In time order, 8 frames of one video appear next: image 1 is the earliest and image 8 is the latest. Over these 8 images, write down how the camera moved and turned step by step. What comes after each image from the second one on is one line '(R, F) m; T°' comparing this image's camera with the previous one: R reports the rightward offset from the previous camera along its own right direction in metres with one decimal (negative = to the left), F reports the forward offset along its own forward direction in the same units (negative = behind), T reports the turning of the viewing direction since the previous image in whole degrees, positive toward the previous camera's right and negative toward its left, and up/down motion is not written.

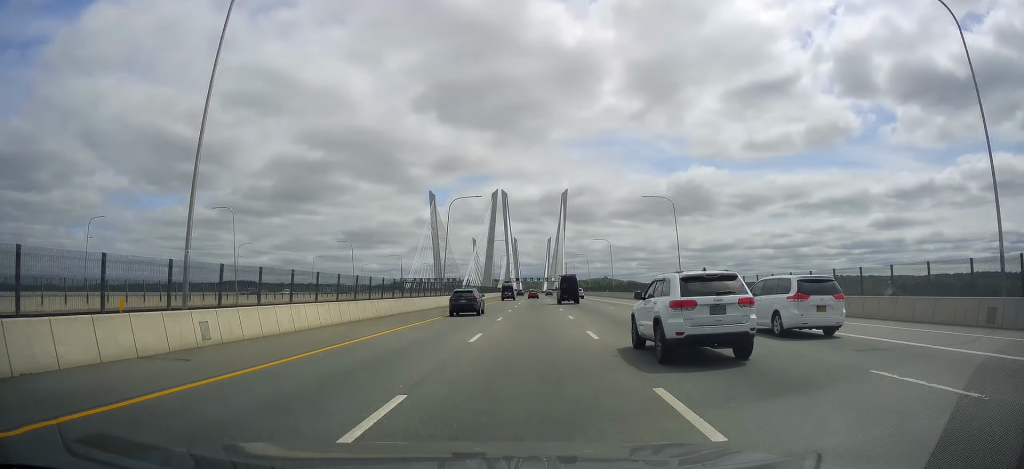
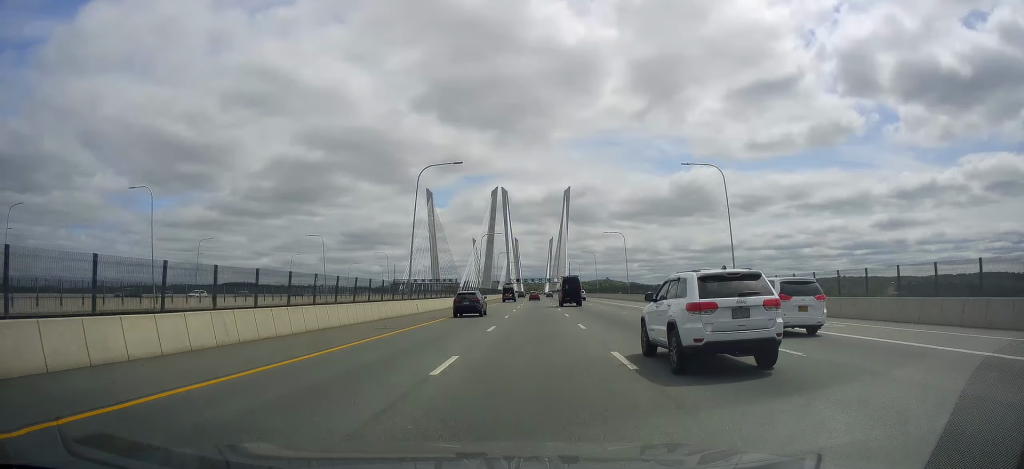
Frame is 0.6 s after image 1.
(-0.3, +18.7) m; 0°
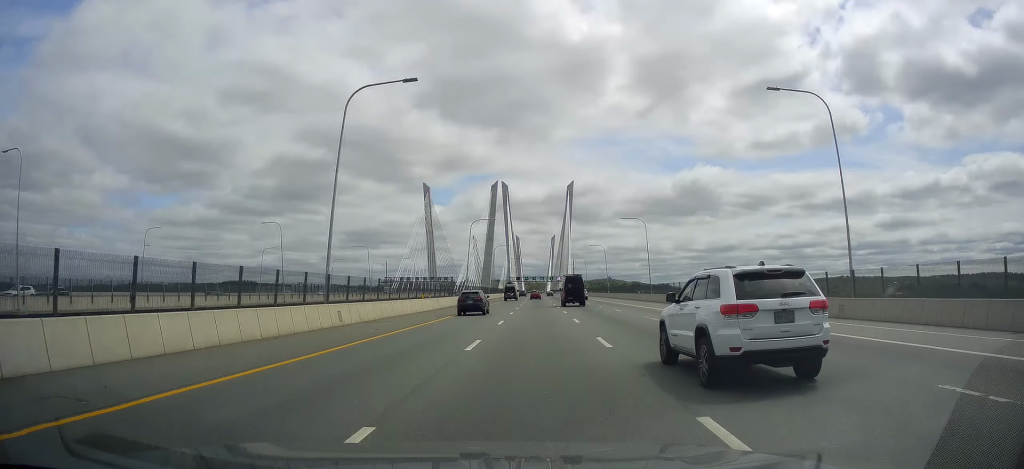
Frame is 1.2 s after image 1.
(+0.1, +19.7) m; 0°
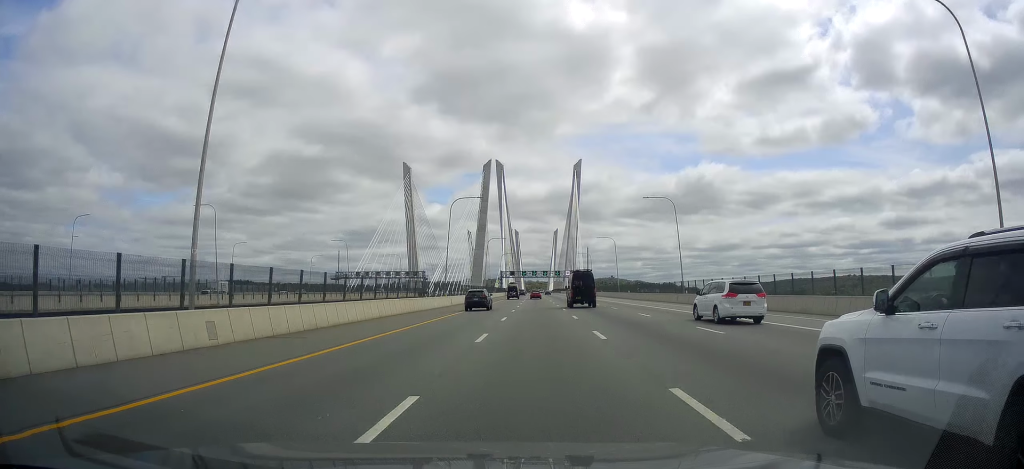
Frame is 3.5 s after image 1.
(-0.5, +70.5) m; -1°
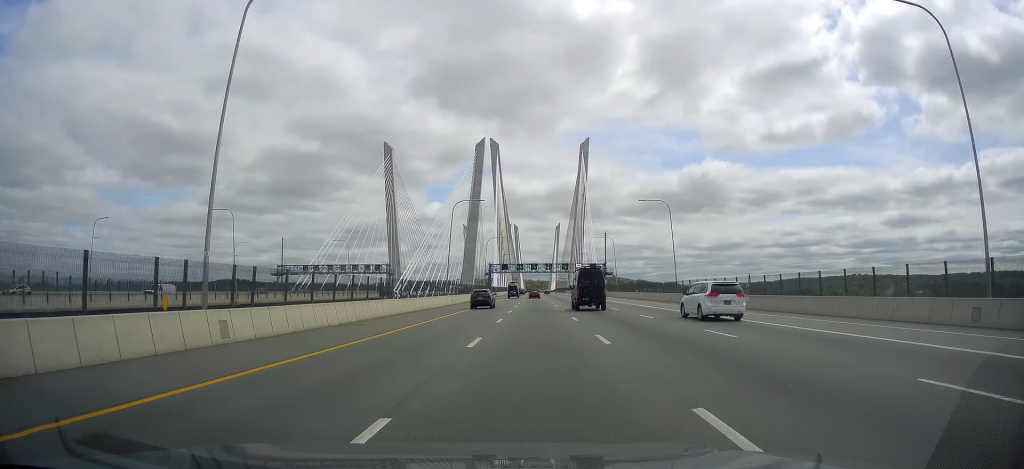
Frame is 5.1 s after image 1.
(0.0, +50.3) m; 0°
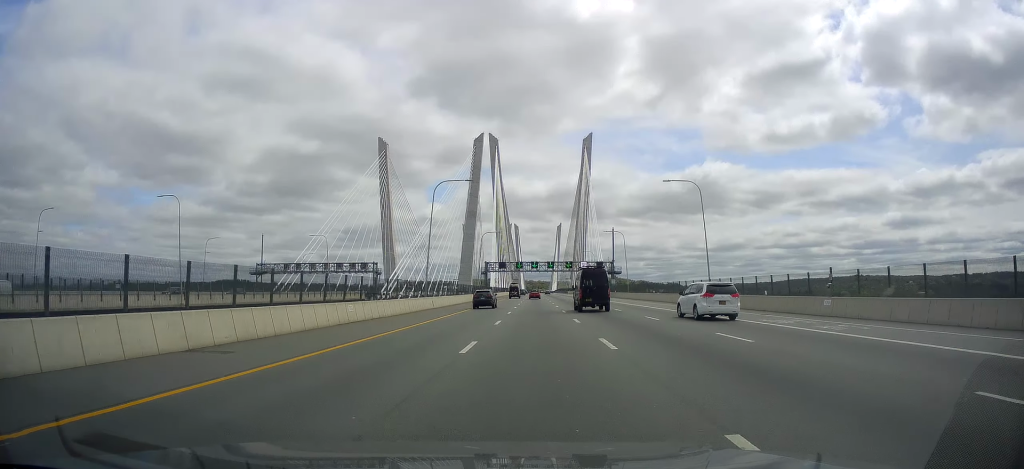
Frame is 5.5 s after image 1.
(+0.1, +13.6) m; 0°
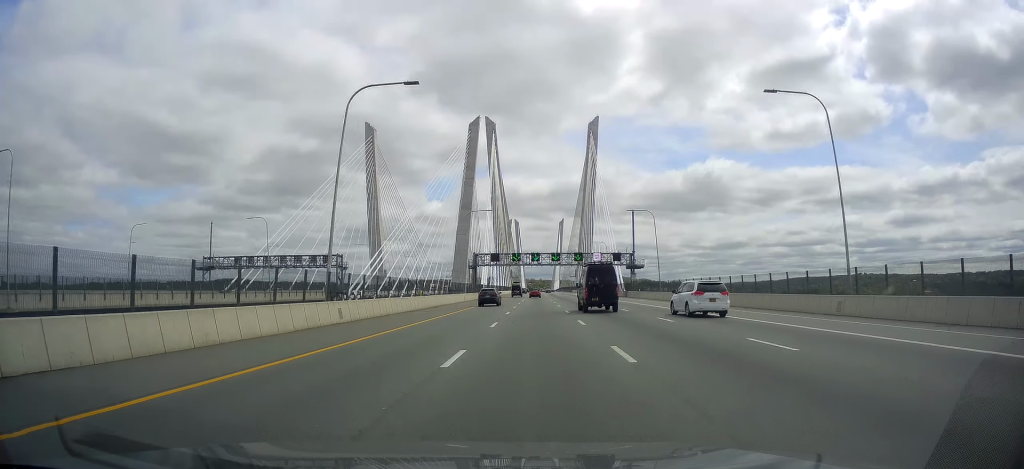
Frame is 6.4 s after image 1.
(-0.3, +27.2) m; 0°
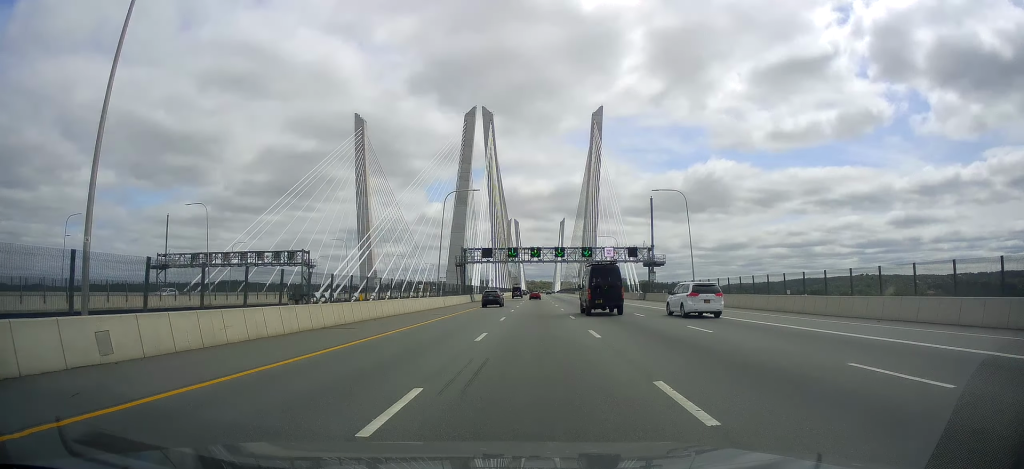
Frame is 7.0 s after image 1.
(-0.2, +17.8) m; 0°
